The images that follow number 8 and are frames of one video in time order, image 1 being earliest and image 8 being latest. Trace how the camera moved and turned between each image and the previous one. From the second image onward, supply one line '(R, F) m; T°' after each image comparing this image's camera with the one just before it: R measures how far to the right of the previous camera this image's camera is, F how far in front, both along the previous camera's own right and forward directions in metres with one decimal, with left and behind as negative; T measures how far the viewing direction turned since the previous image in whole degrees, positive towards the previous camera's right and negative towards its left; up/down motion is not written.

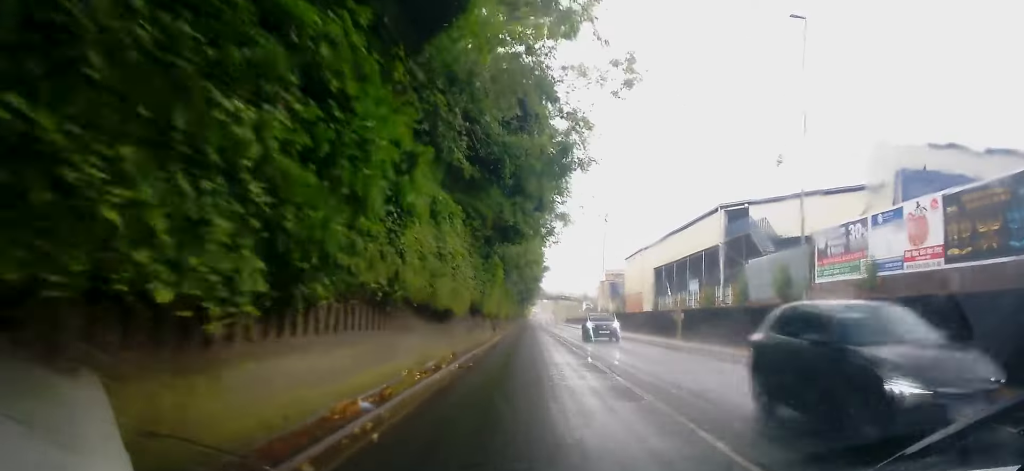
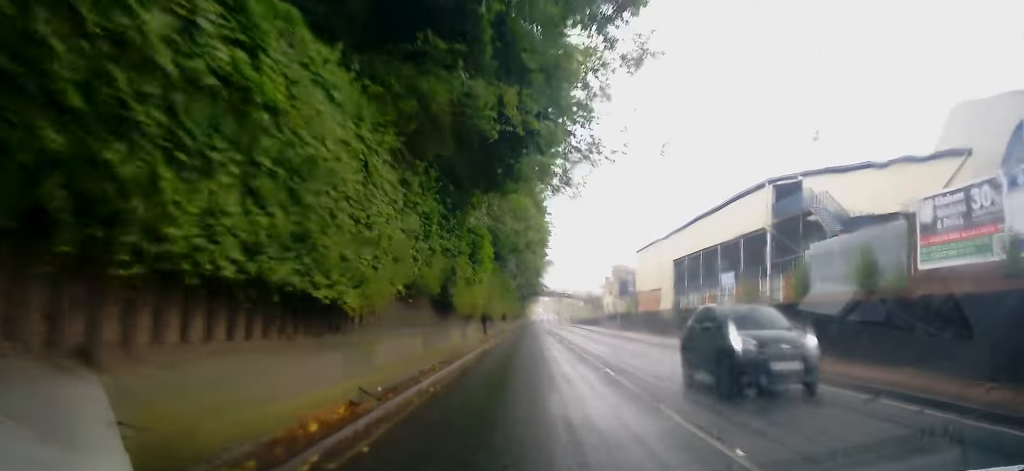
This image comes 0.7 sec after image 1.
(+0.1, +10.1) m; +1°
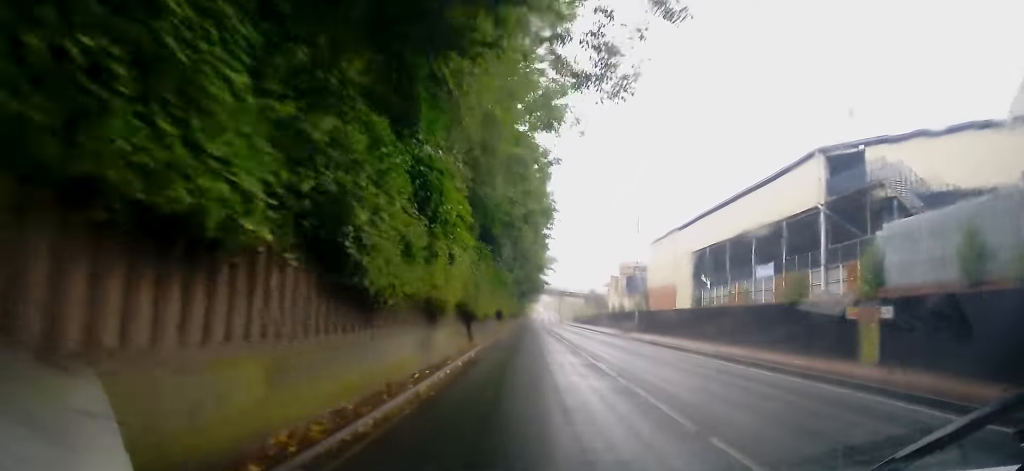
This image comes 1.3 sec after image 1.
(+0.4, +8.2) m; 0°
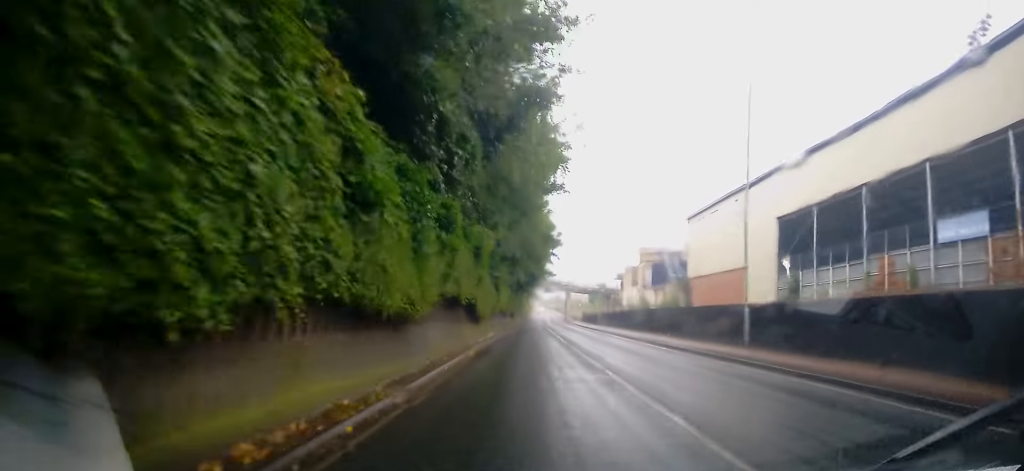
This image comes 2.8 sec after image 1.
(-0.4, +21.8) m; 0°
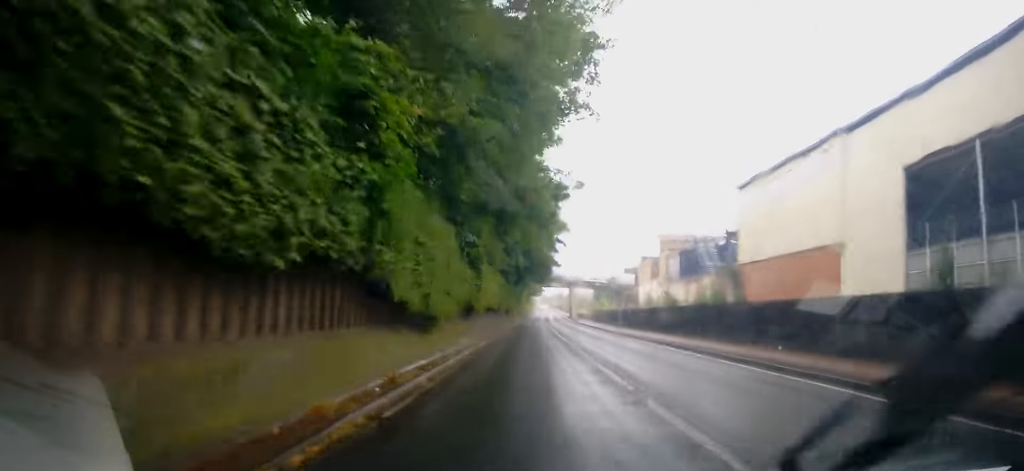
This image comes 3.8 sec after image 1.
(+0.3, +15.0) m; +1°
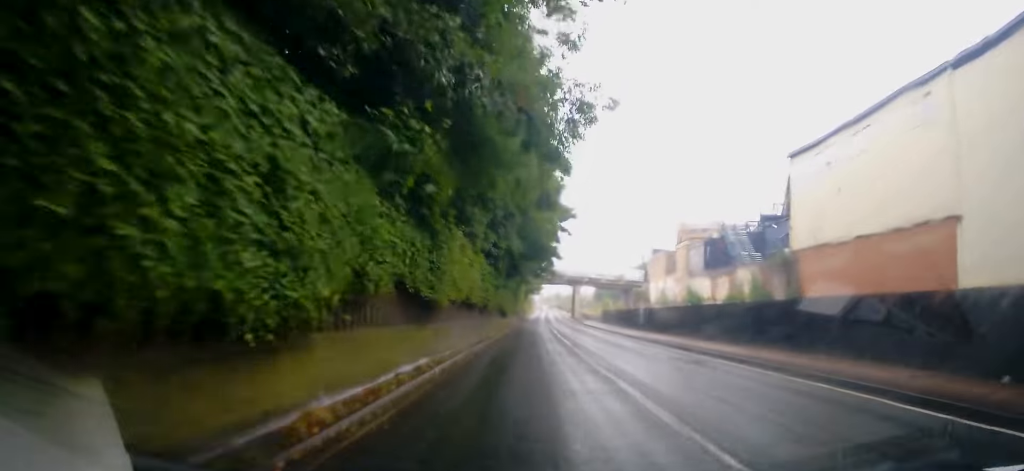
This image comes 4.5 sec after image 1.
(0.0, +10.0) m; -1°
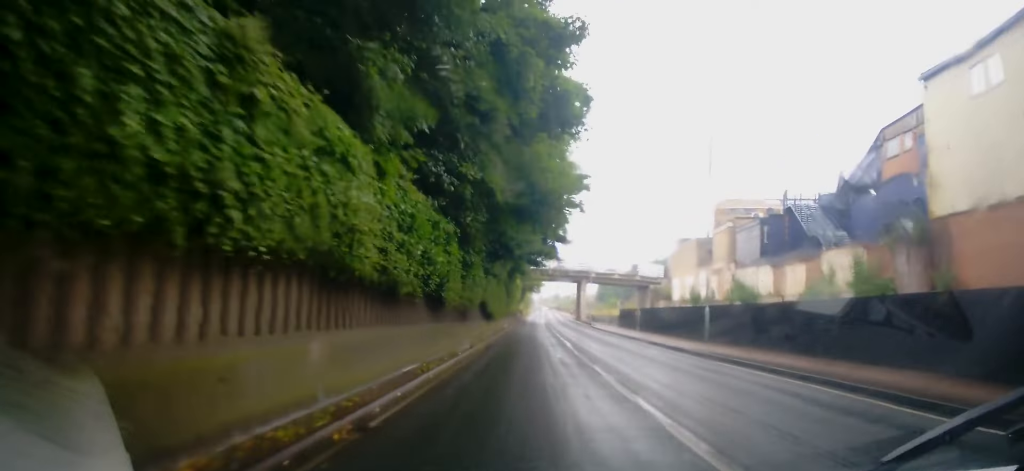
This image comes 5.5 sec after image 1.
(-0.3, +14.7) m; -1°
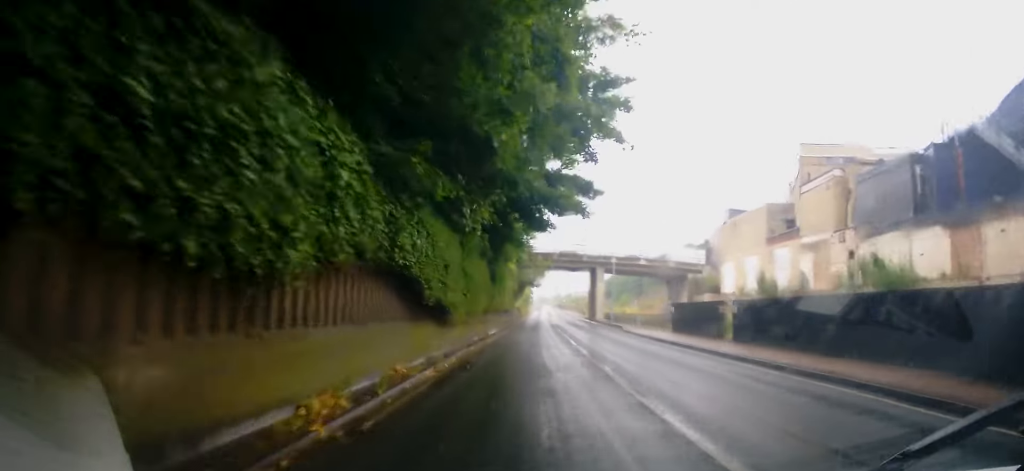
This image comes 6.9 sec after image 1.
(+0.8, +18.9) m; +4°
